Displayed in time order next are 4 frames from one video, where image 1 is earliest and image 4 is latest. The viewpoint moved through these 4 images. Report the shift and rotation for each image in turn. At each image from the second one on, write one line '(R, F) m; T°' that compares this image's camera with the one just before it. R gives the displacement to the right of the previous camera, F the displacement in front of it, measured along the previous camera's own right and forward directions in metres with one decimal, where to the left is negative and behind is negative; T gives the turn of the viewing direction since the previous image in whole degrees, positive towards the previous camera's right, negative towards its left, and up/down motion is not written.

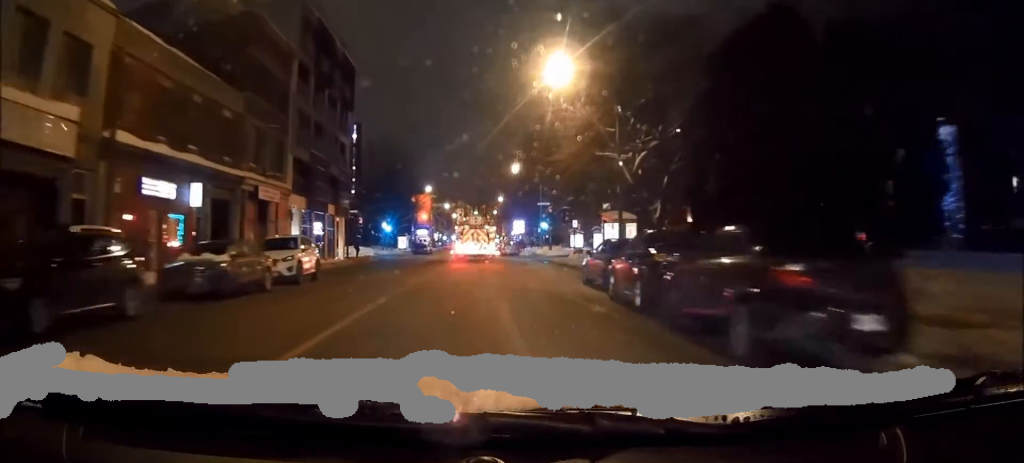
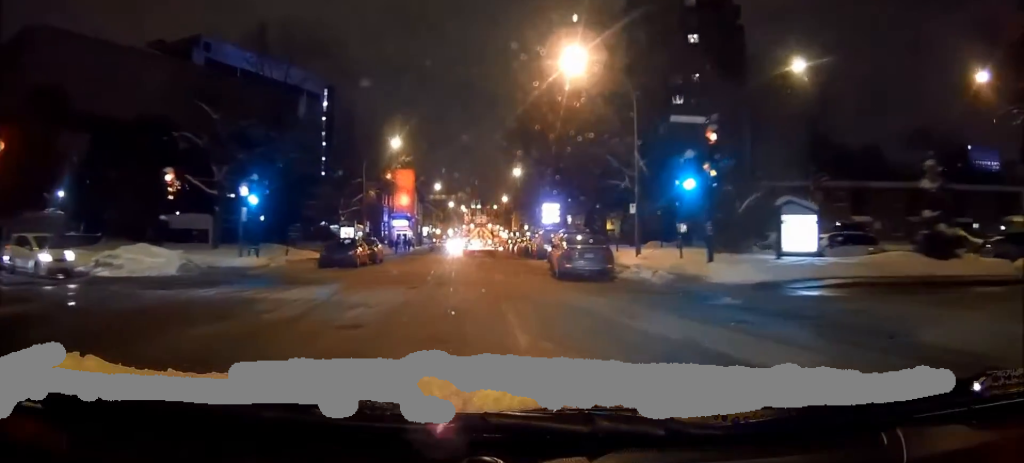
(-0.4, +48.4) m; -1°
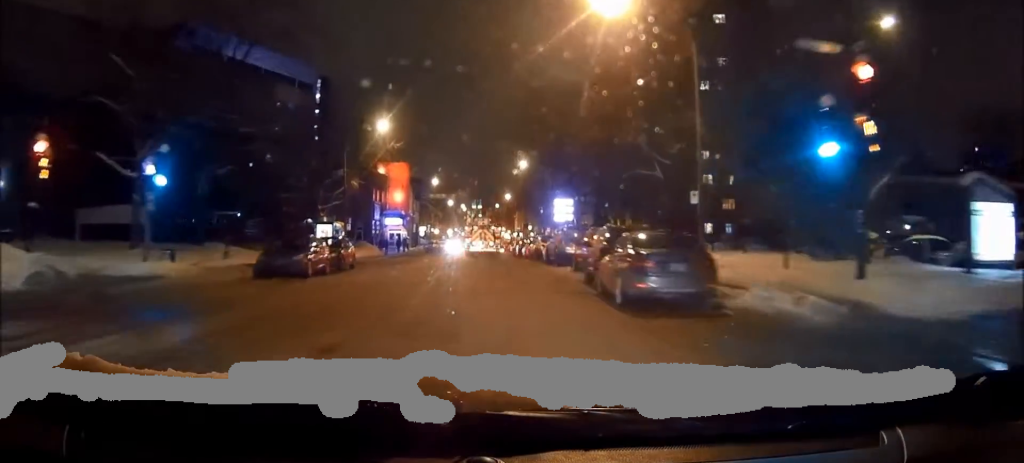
(-0.1, +9.4) m; 0°
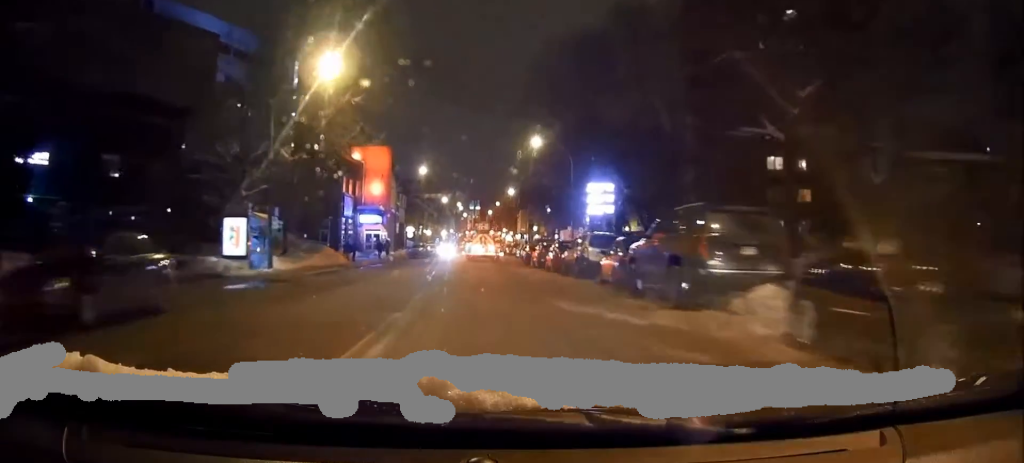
(0.0, +19.2) m; 0°
